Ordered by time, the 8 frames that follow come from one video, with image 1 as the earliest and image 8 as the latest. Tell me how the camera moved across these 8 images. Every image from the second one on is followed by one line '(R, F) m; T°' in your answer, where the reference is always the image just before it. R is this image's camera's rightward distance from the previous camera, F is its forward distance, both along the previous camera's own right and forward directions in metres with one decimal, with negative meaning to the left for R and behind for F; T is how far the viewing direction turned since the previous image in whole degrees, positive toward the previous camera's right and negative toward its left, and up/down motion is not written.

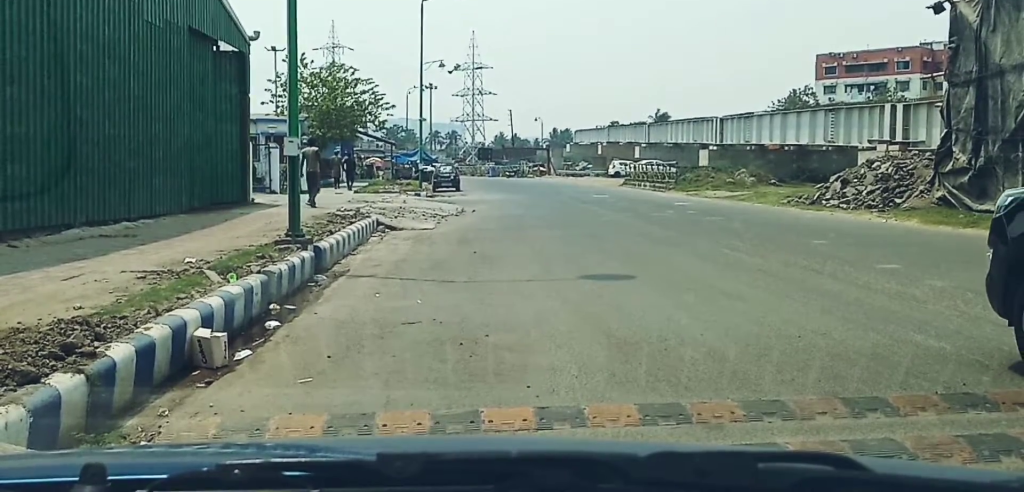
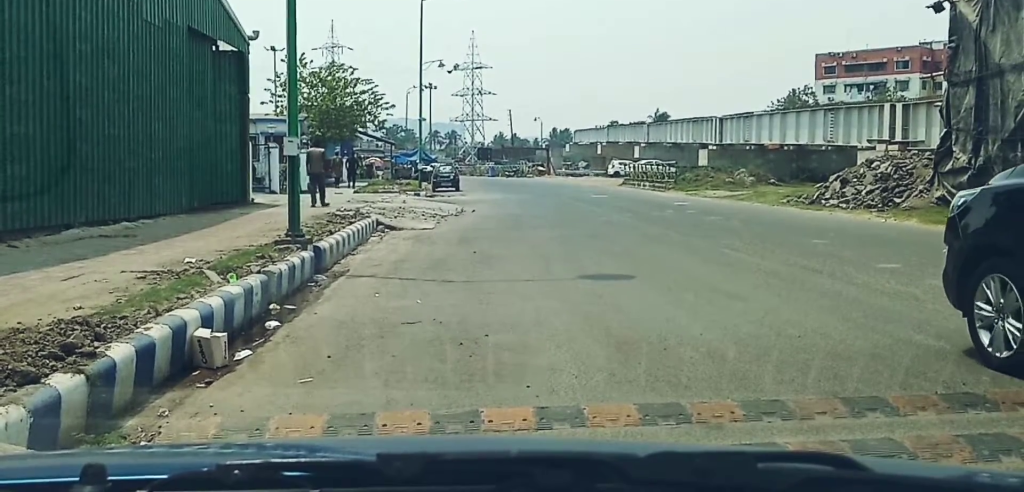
(0.0, 0.0) m; 0°
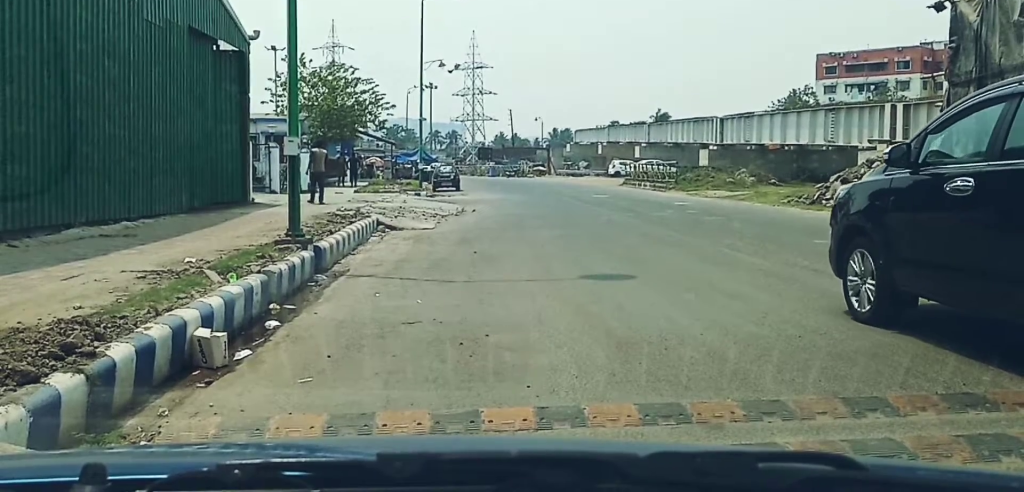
(0.0, 0.0) m; 0°
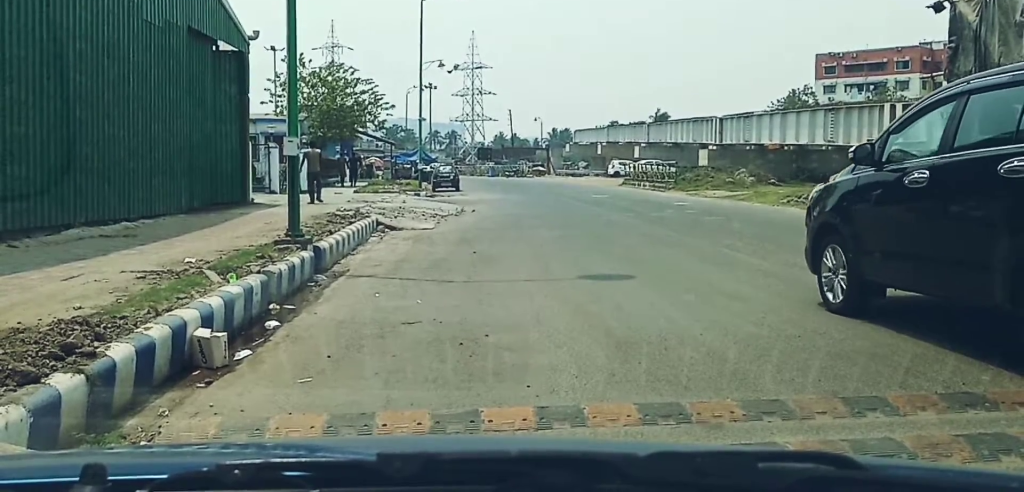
(0.0, 0.0) m; 0°
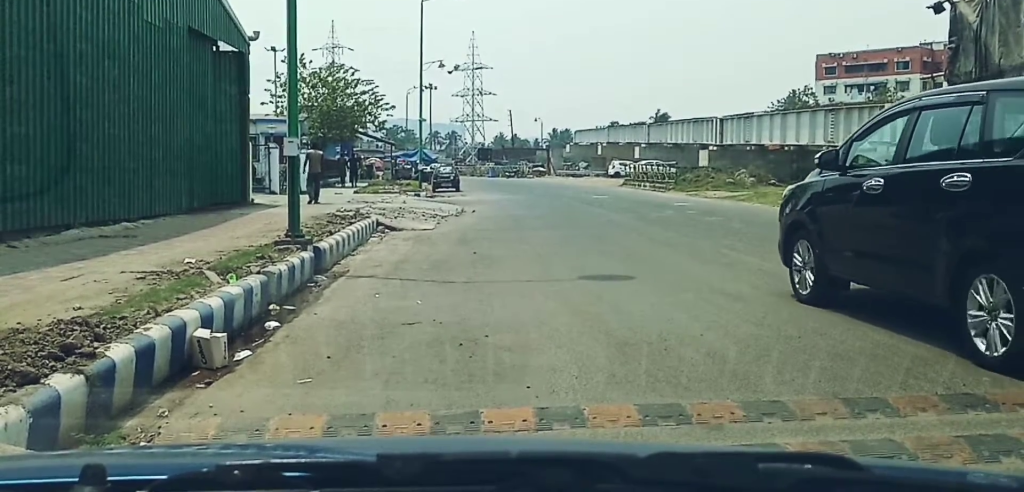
(0.0, 0.0) m; 0°
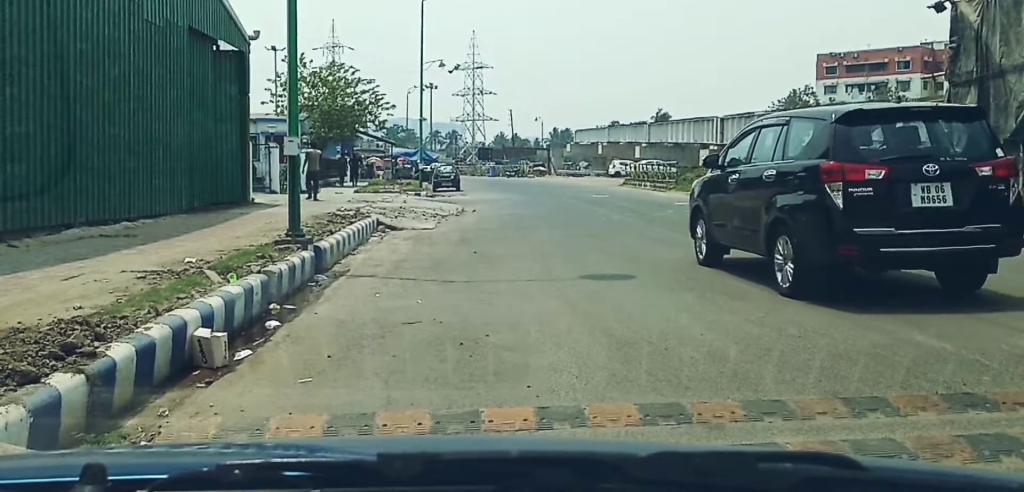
(0.0, 0.0) m; 0°
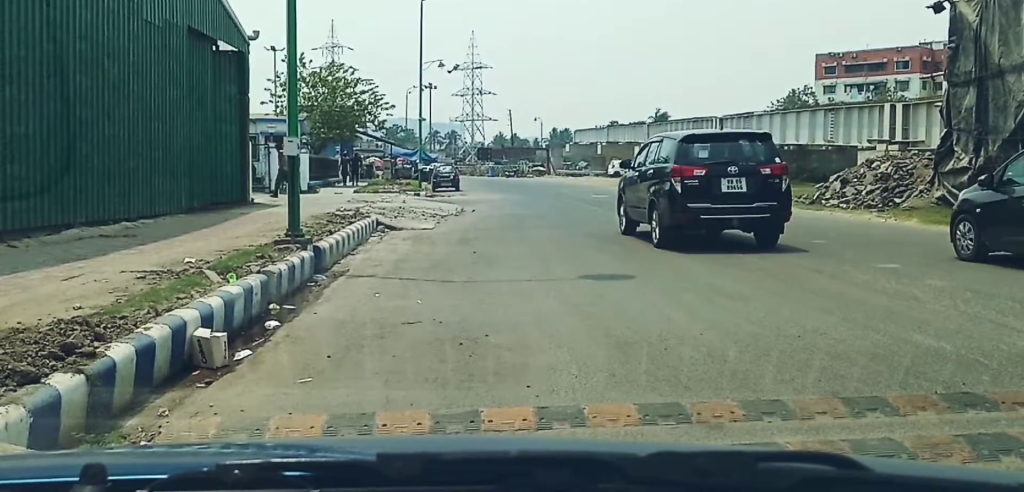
(0.0, 0.0) m; 0°
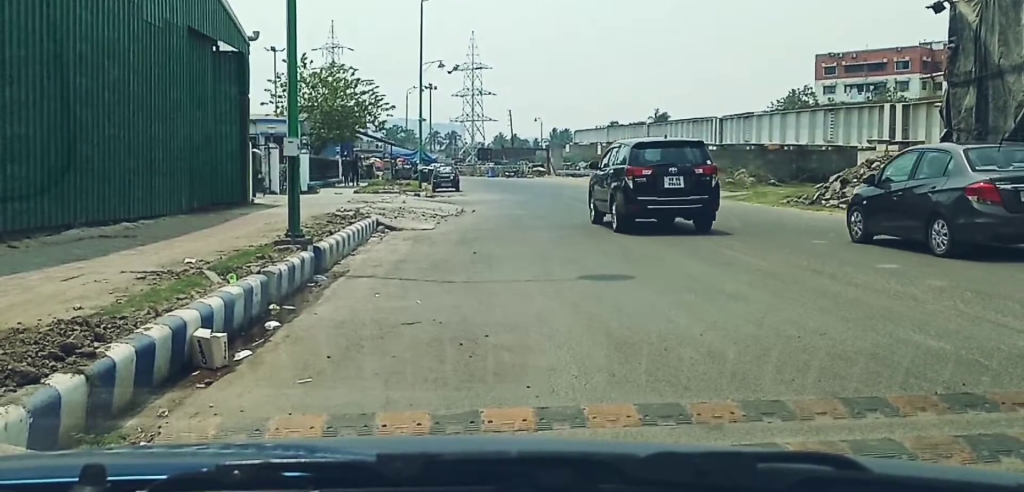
(0.0, 0.0) m; 0°
